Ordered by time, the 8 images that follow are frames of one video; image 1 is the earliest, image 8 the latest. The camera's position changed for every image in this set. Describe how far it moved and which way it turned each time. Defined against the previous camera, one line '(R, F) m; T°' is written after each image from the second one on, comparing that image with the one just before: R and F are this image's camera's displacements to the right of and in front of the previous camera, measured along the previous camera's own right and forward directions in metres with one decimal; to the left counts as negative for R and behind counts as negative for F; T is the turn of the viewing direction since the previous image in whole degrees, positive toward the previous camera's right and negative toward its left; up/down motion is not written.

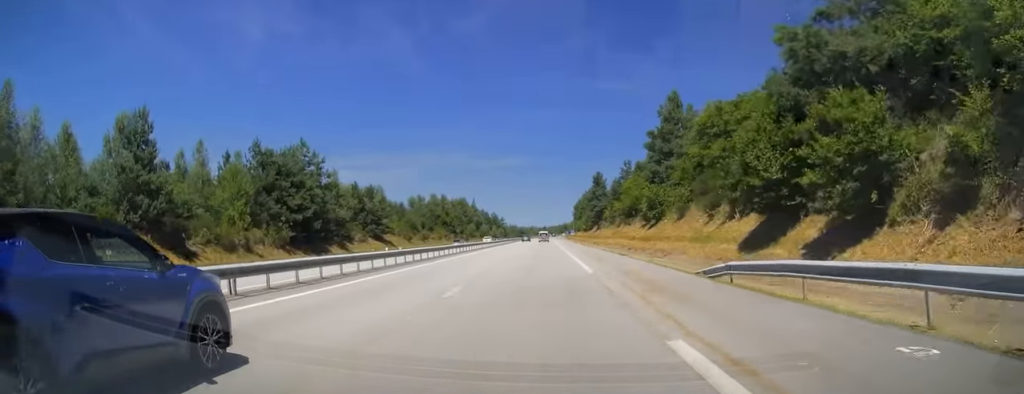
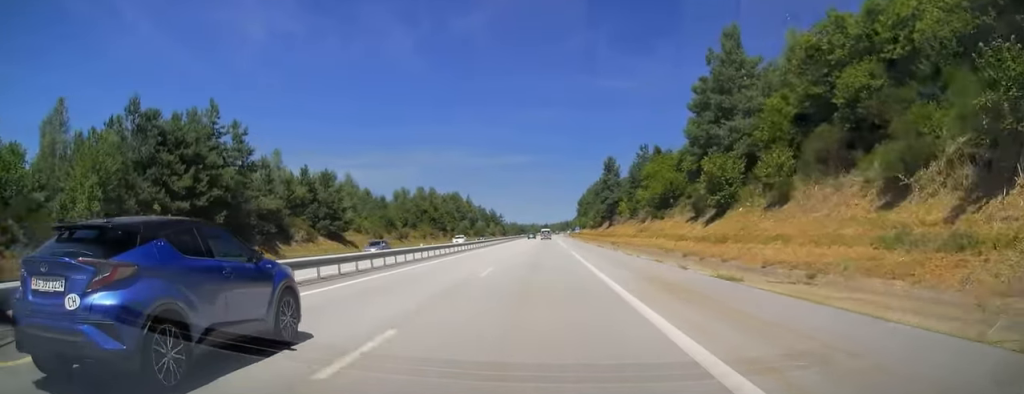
(0.0, +20.6) m; 0°
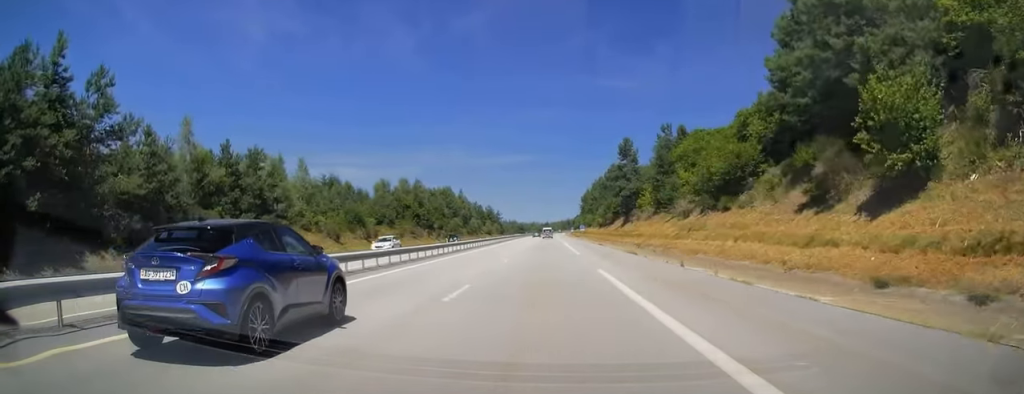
(0.0, +19.6) m; 0°
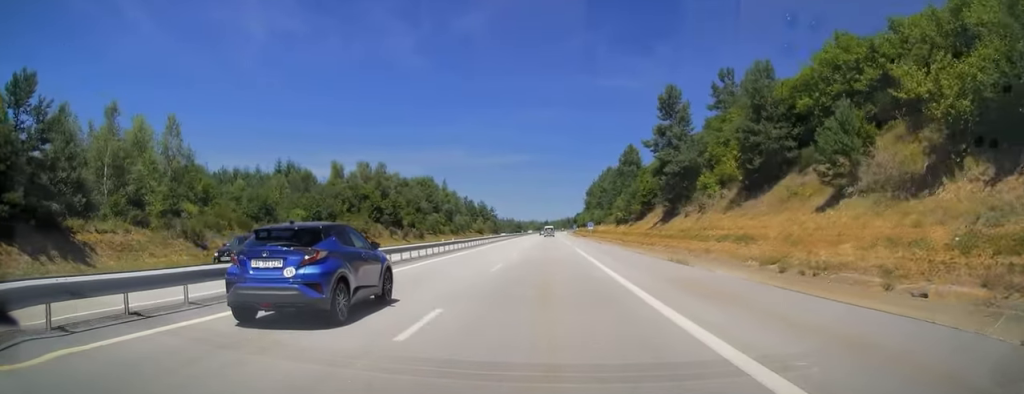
(0.0, +30.4) m; 0°
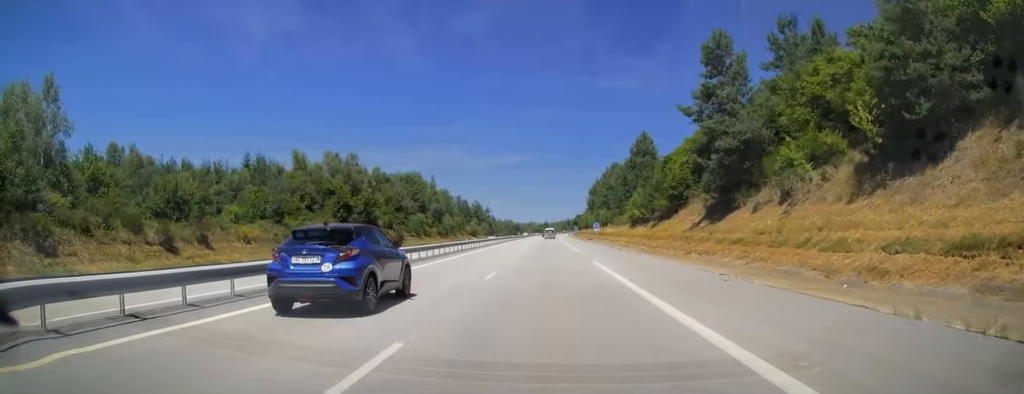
(0.0, +16.2) m; 0°
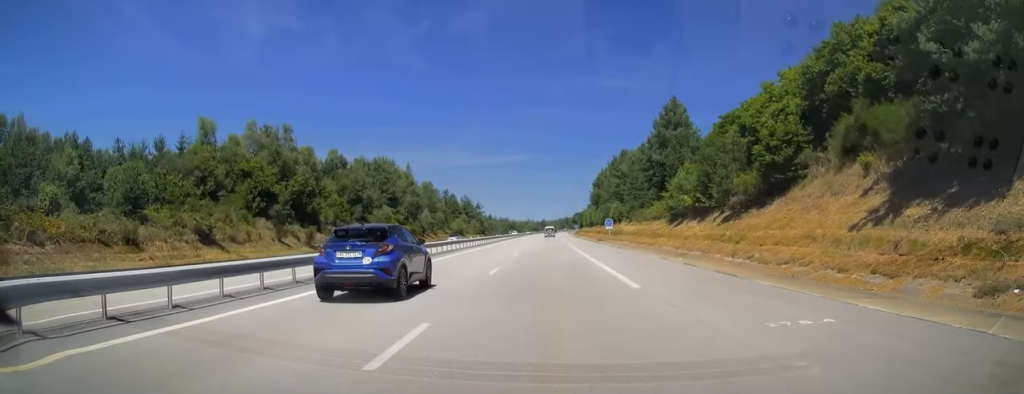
(0.0, +24.5) m; 0°
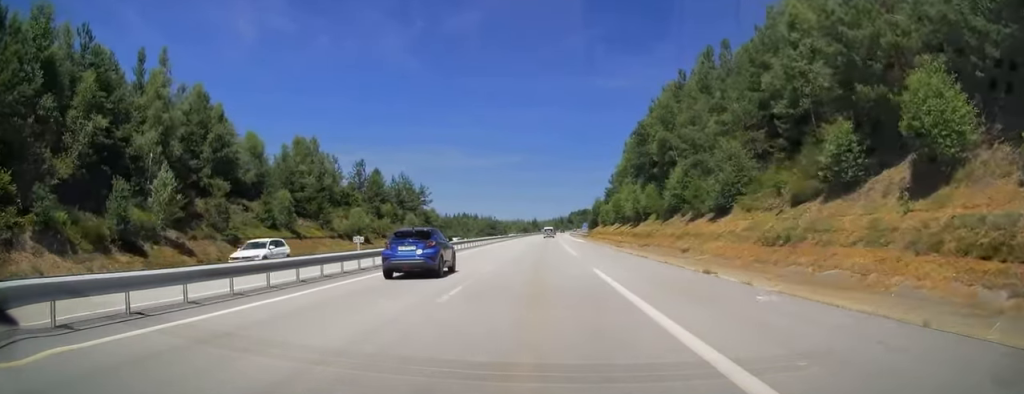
(+0.8, +84.6) m; +1°
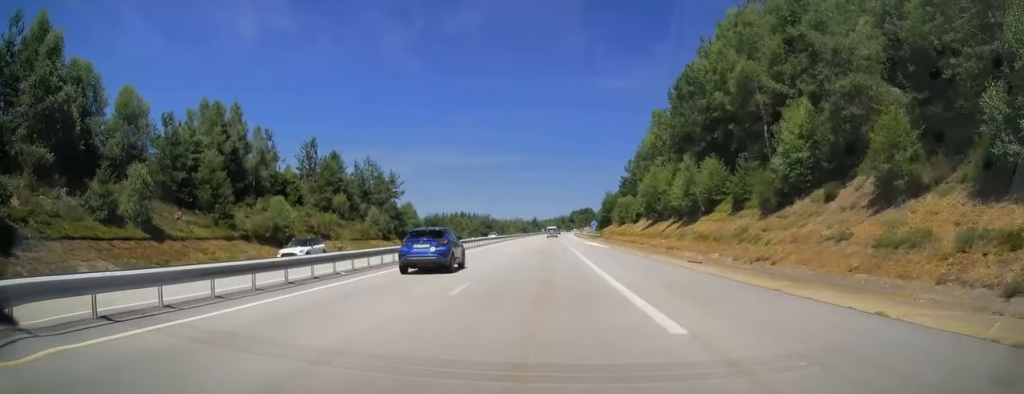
(-0.1, +25.0) m; 0°
